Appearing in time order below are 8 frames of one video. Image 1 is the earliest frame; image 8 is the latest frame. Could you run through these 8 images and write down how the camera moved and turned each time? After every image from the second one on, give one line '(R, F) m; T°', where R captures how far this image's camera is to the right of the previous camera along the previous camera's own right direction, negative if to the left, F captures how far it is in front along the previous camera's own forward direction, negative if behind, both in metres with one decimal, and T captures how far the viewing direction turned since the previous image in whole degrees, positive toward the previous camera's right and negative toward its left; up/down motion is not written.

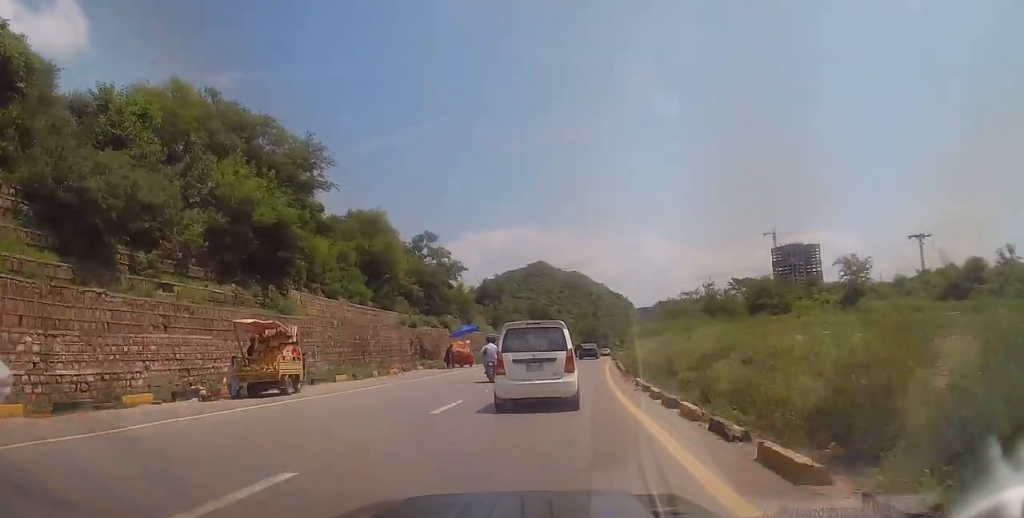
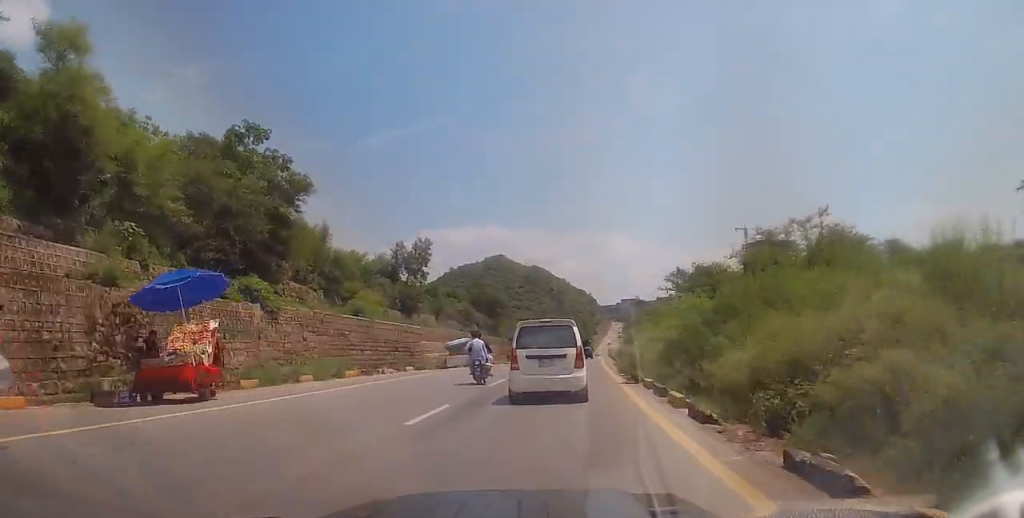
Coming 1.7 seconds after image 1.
(+0.6, +29.3) m; +3°
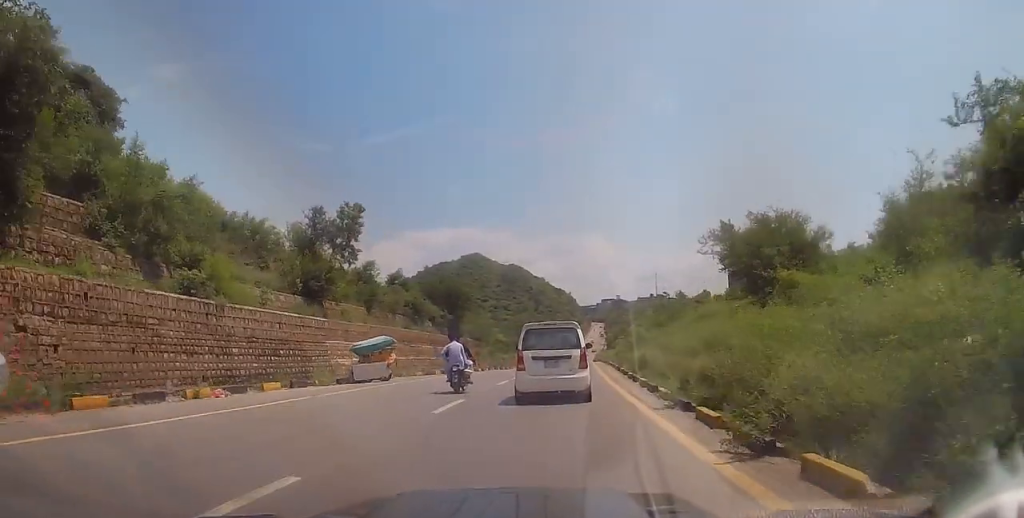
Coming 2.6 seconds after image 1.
(+0.3, +15.8) m; +2°
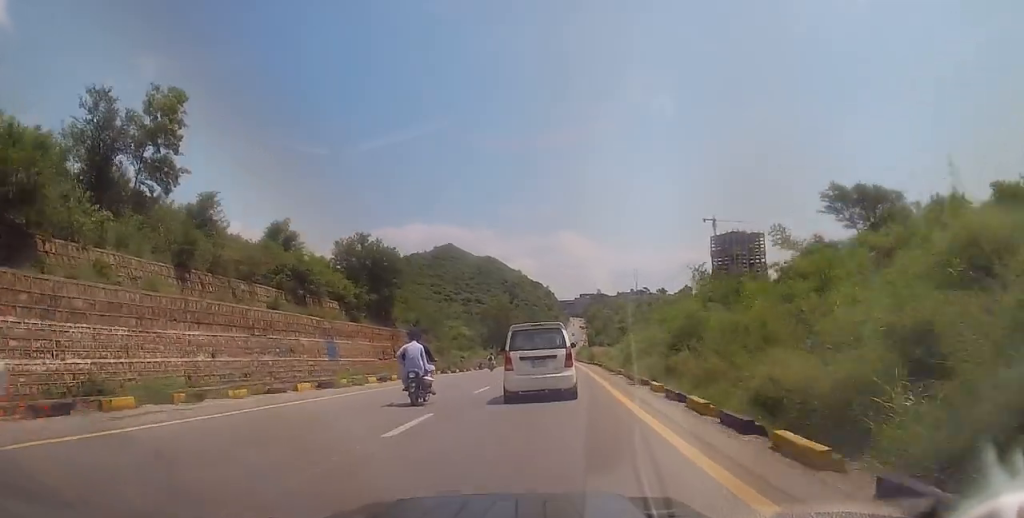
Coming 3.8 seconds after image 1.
(+0.4, +21.1) m; +1°
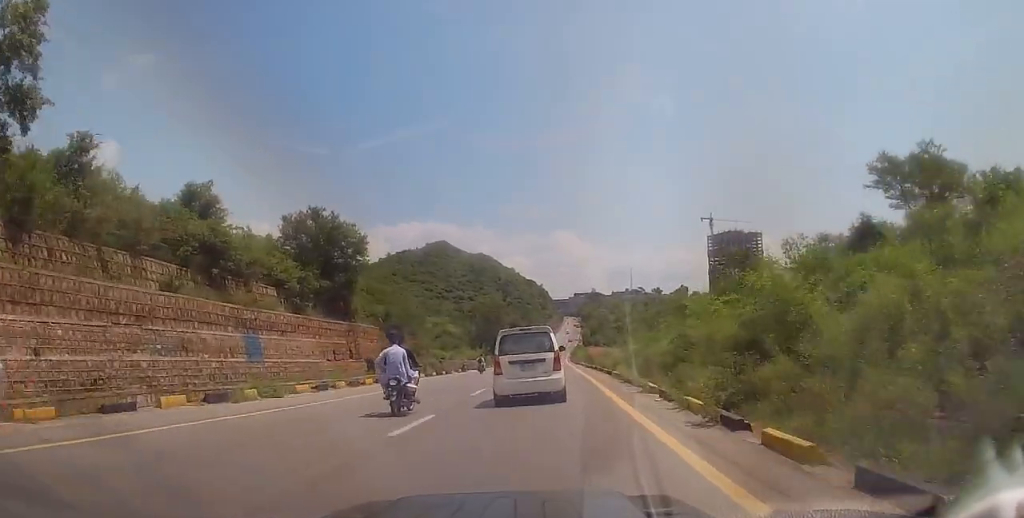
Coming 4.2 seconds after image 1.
(0.0, +8.6) m; +1°
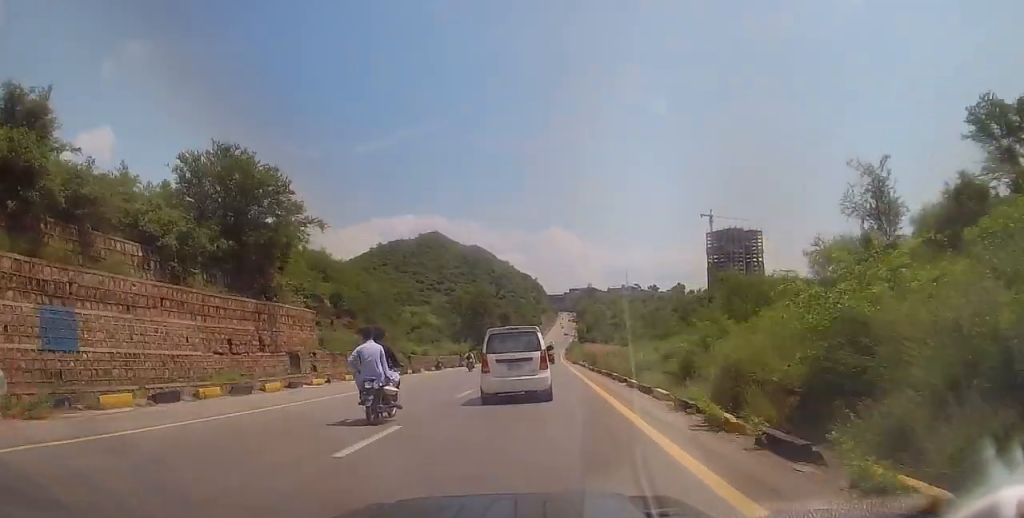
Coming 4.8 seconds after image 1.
(-0.1, +11.1) m; +1°
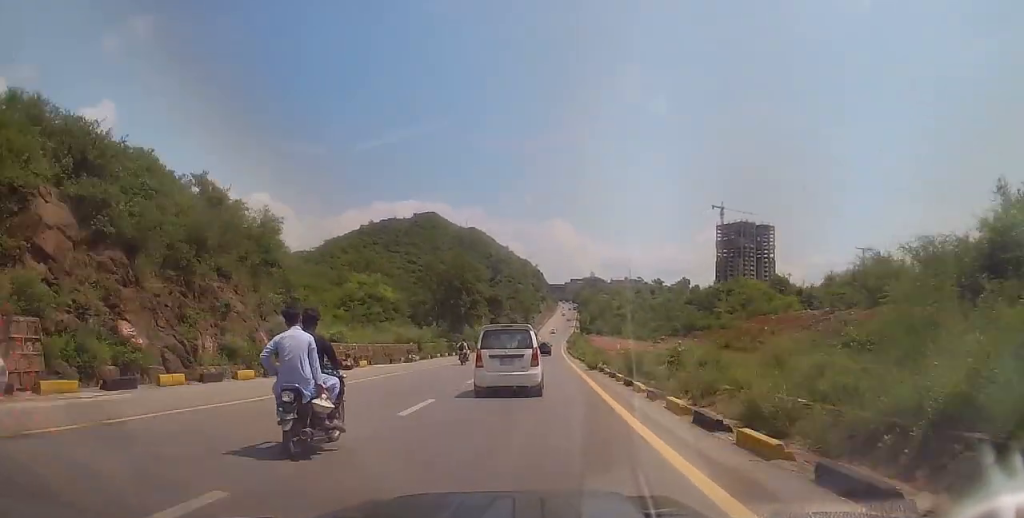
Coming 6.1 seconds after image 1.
(+0.5, +24.0) m; 0°
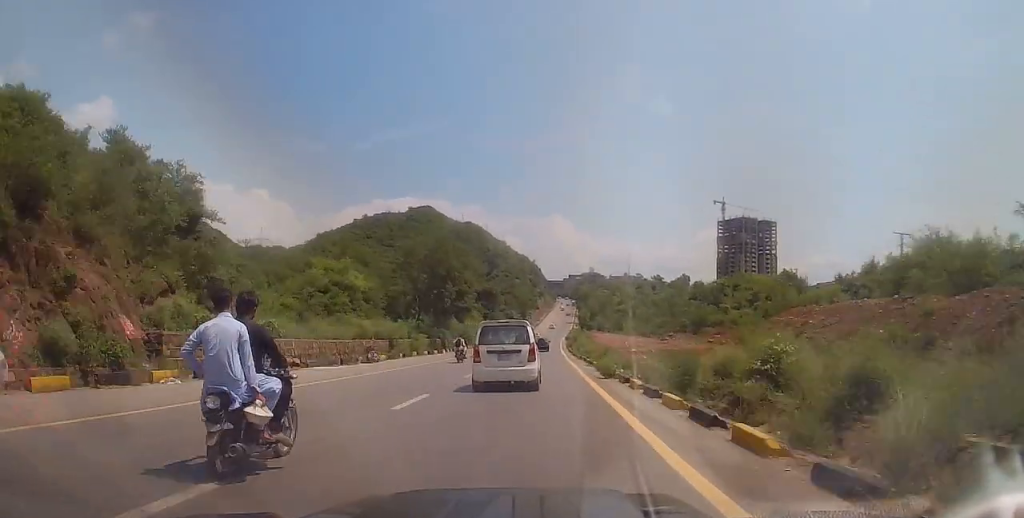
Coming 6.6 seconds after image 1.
(-0.2, +9.0) m; -1°
